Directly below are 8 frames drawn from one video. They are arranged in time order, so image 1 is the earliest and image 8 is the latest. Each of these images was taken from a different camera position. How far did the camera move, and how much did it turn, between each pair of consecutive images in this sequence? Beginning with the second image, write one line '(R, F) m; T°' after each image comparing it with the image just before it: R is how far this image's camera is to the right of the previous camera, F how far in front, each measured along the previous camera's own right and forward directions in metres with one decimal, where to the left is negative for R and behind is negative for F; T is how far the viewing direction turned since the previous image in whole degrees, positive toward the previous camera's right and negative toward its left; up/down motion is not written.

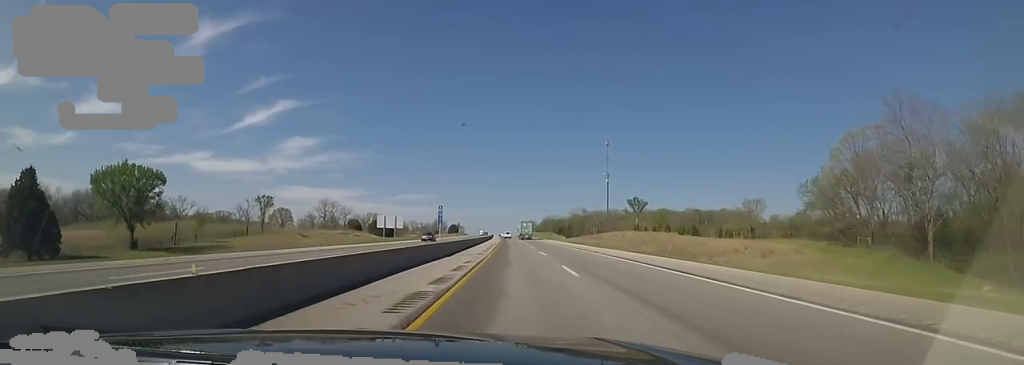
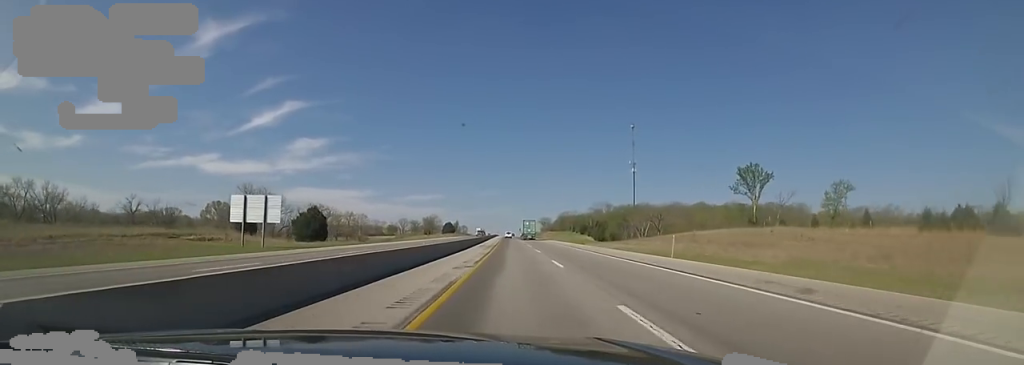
(-1.0, +71.5) m; 0°
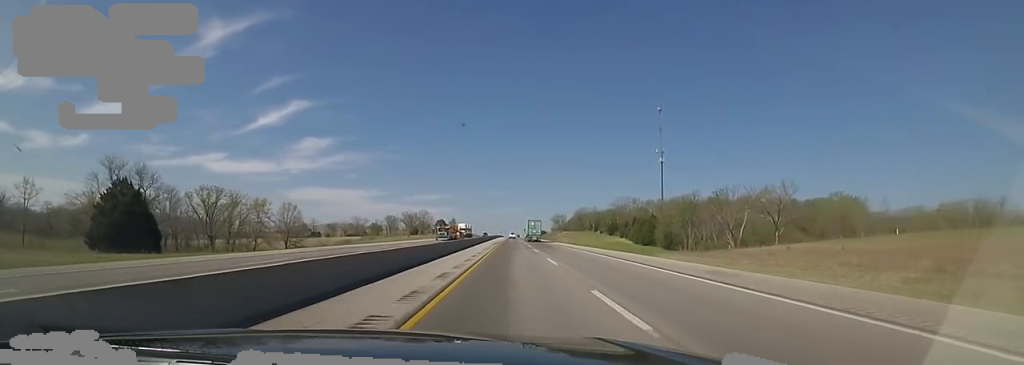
(+0.4, +57.9) m; 0°
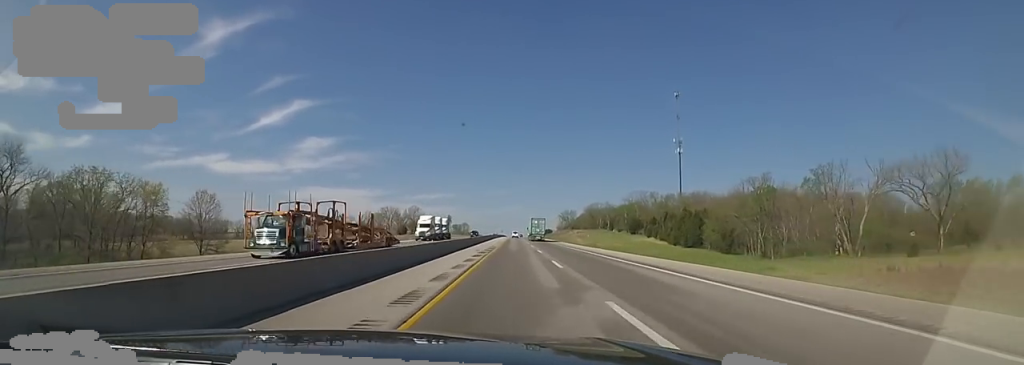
(-0.3, +31.9) m; -1°
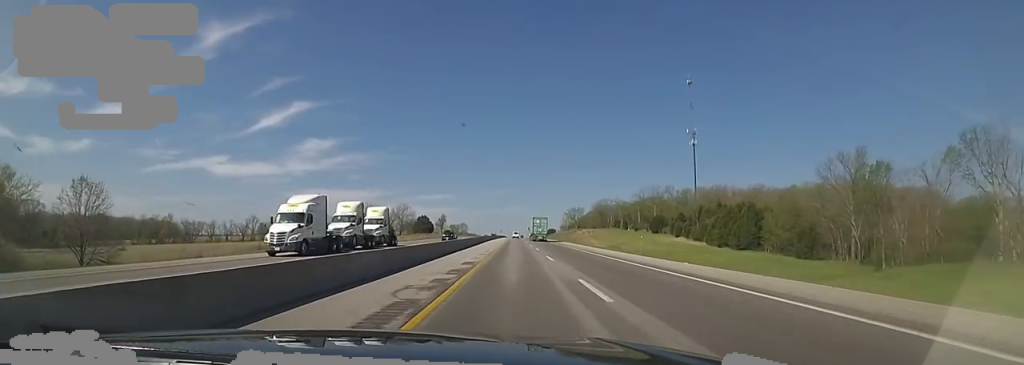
(+0.2, +24.4) m; -1°
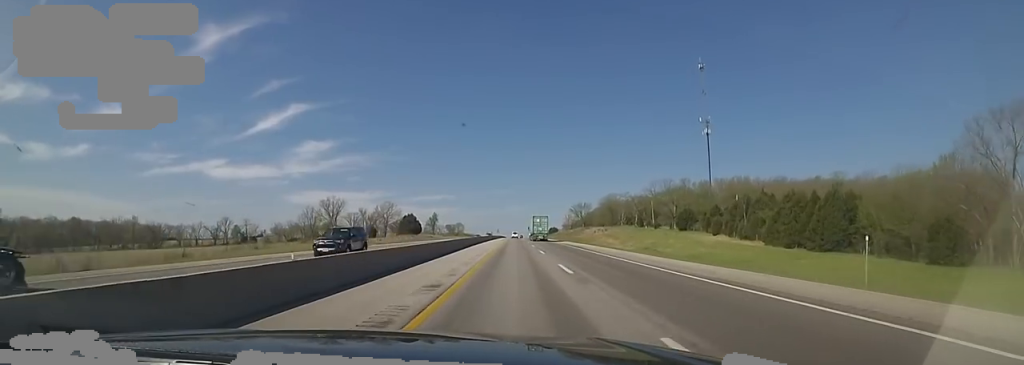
(-0.6, +23.1) m; -1°
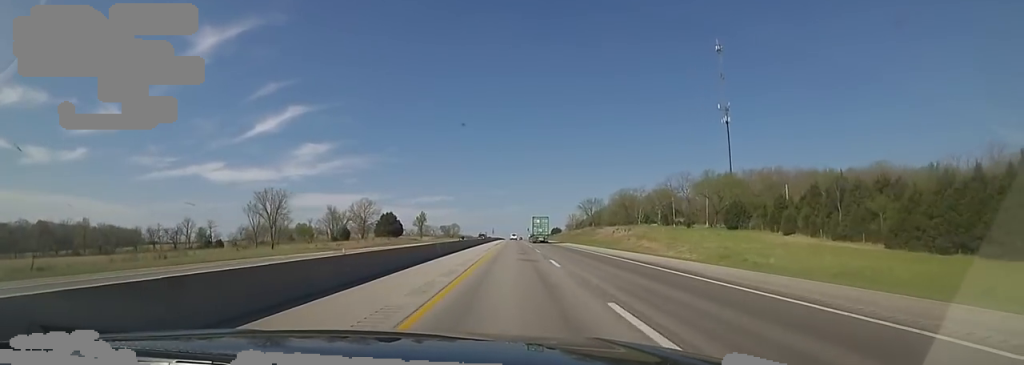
(-0.3, +26.6) m; 0°
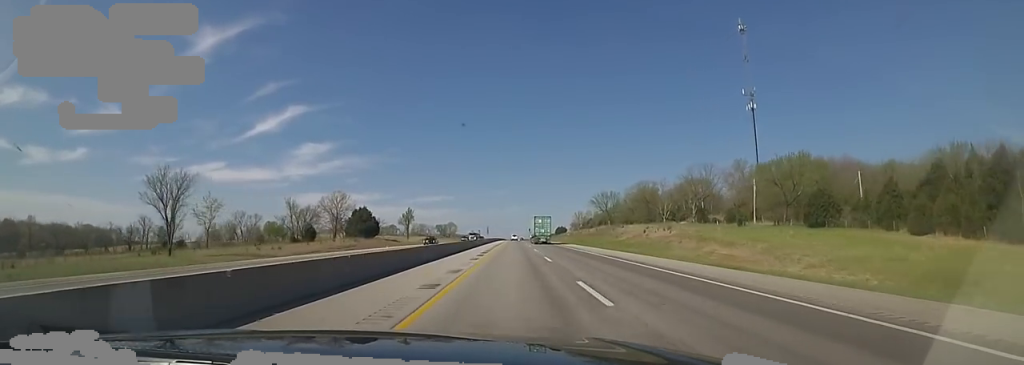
(+0.2, +26.5) m; +1°
